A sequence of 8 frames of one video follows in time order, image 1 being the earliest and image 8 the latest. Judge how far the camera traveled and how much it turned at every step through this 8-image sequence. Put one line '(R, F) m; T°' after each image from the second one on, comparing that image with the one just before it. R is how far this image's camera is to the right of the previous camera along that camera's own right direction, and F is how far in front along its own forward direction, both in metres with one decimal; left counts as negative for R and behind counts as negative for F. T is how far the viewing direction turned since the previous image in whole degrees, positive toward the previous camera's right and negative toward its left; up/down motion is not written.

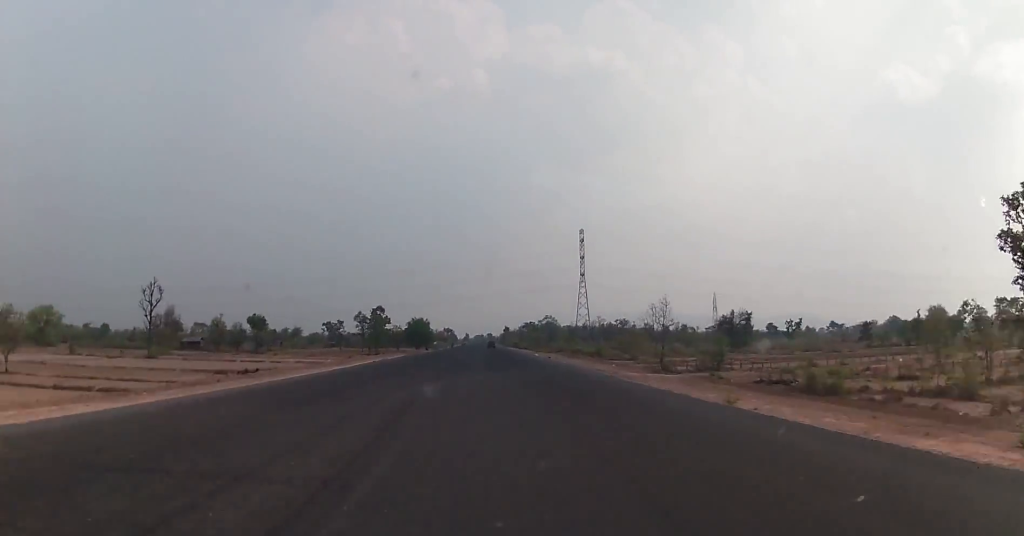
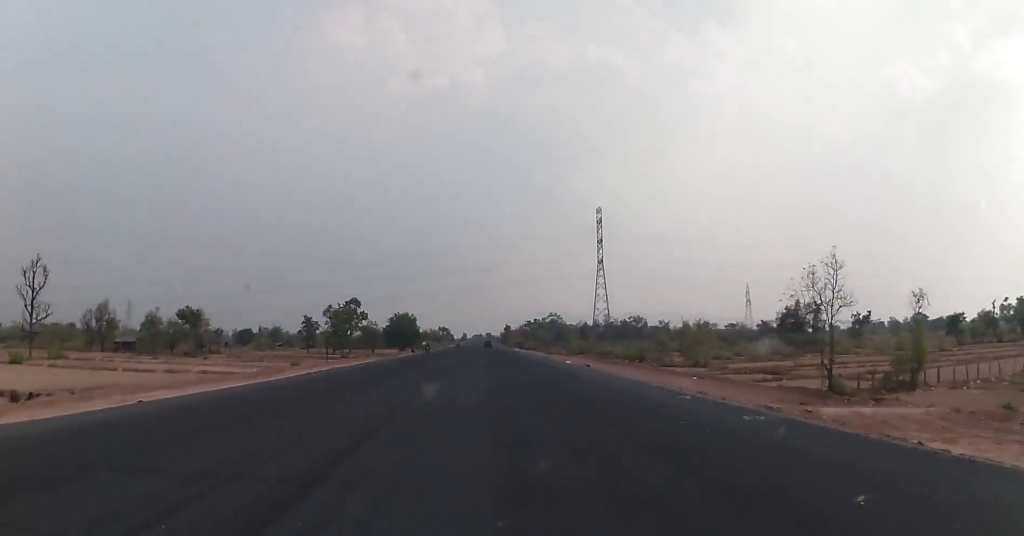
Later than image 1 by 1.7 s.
(+0.2, +43.1) m; 0°
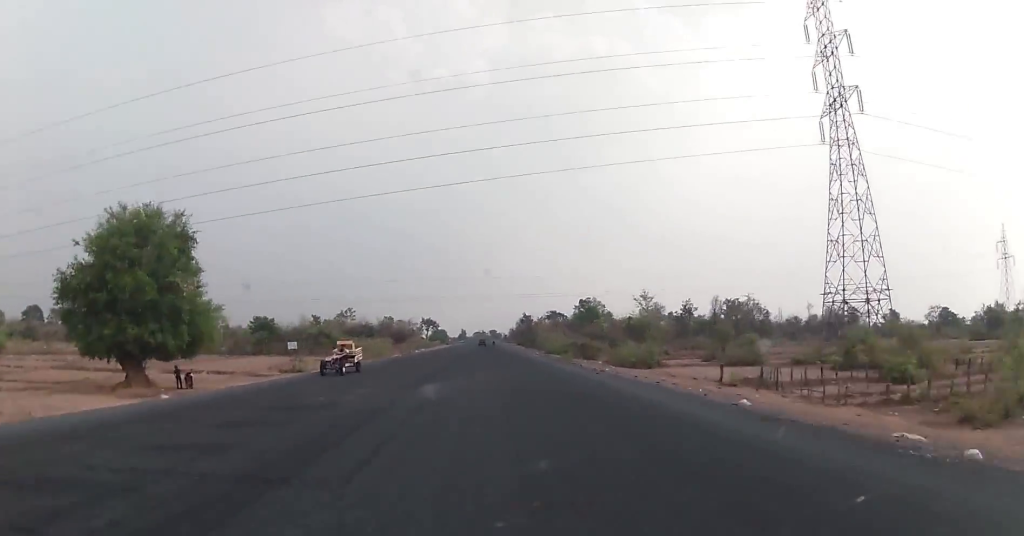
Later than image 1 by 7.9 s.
(-0.7, +149.7) m; -1°
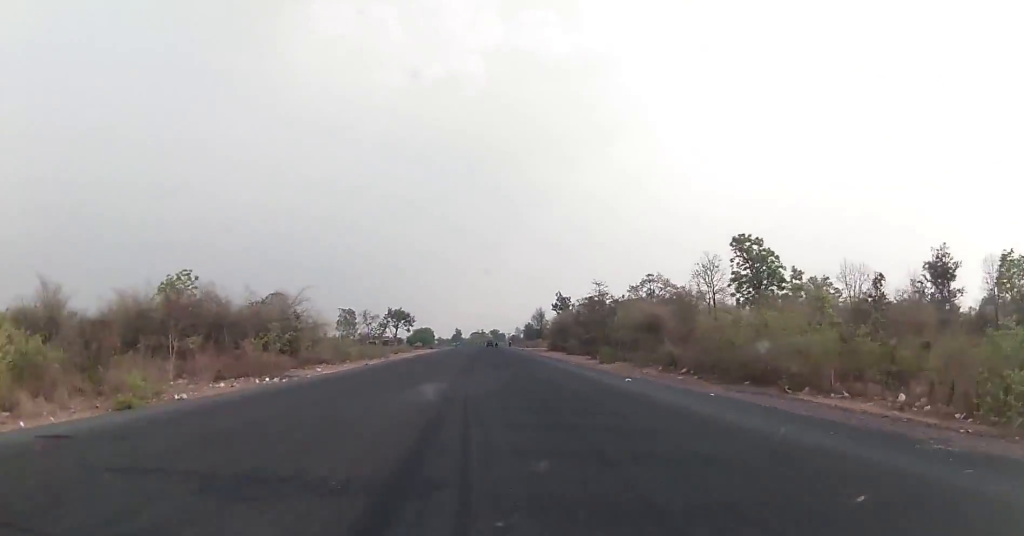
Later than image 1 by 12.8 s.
(-0.3, +116.7) m; 0°
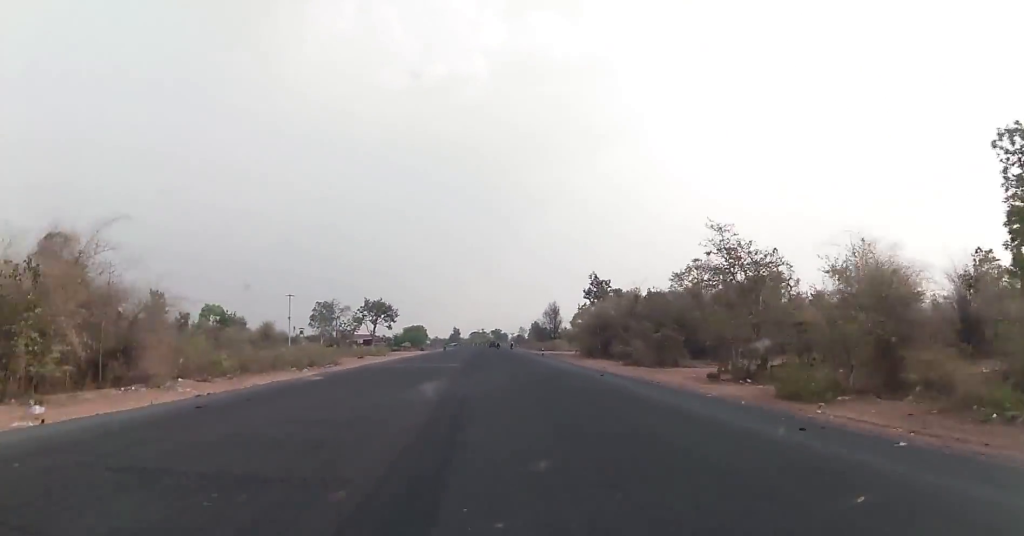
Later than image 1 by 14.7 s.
(-0.2, +43.6) m; 0°
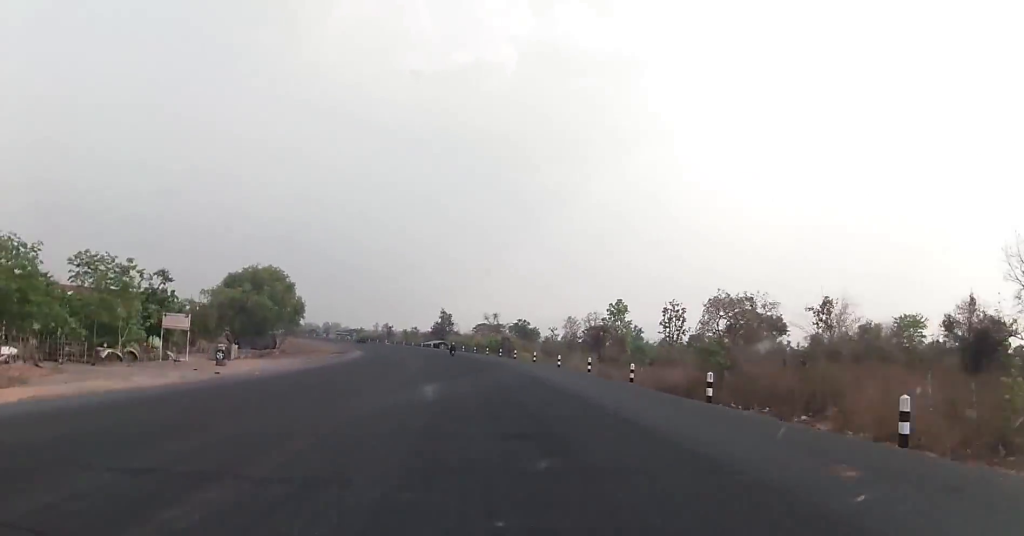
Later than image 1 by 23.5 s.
(+0.3, +200.4) m; -5°
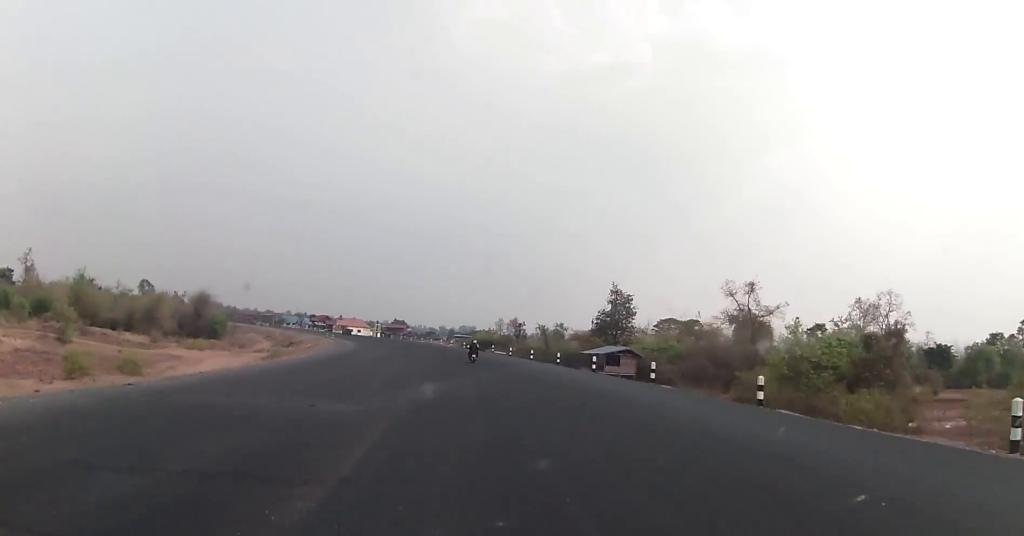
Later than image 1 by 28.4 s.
(-11.0, +109.9) m; -12°
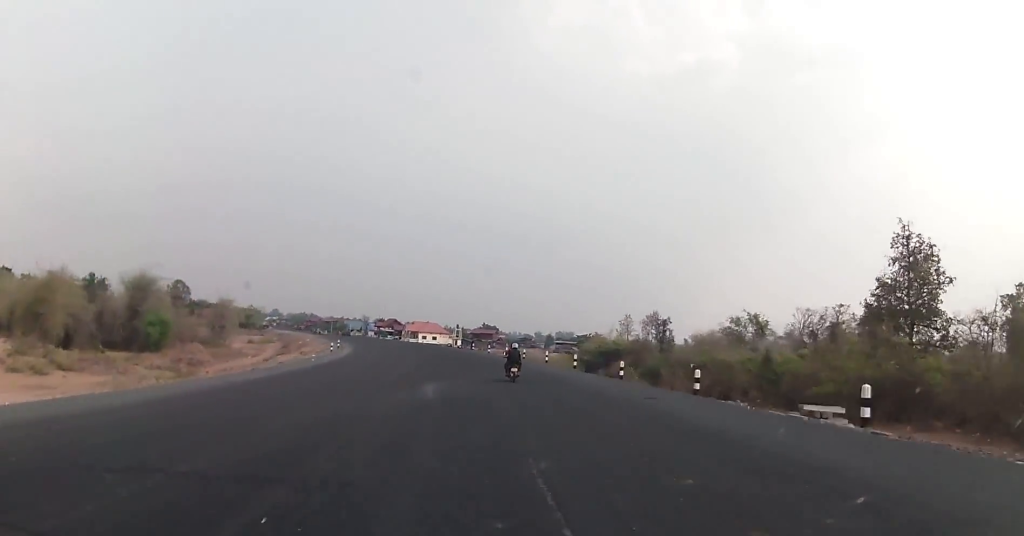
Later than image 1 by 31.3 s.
(-3.1, +65.8) m; -8°
